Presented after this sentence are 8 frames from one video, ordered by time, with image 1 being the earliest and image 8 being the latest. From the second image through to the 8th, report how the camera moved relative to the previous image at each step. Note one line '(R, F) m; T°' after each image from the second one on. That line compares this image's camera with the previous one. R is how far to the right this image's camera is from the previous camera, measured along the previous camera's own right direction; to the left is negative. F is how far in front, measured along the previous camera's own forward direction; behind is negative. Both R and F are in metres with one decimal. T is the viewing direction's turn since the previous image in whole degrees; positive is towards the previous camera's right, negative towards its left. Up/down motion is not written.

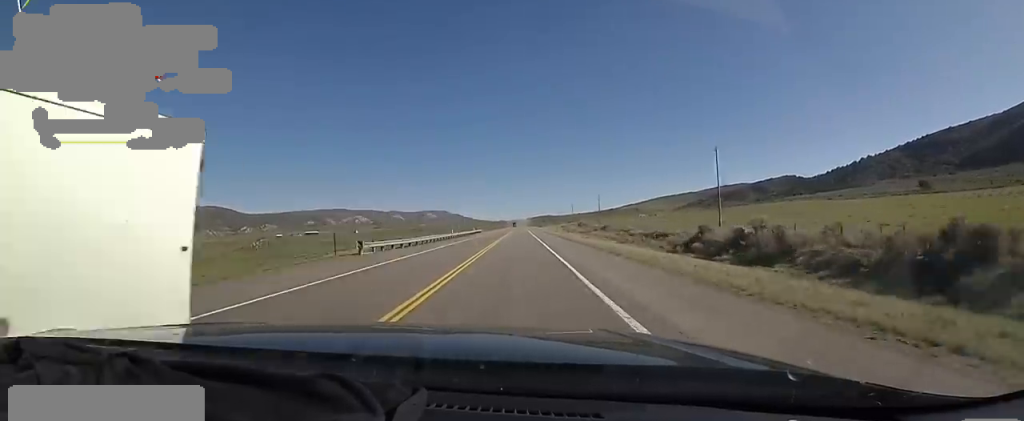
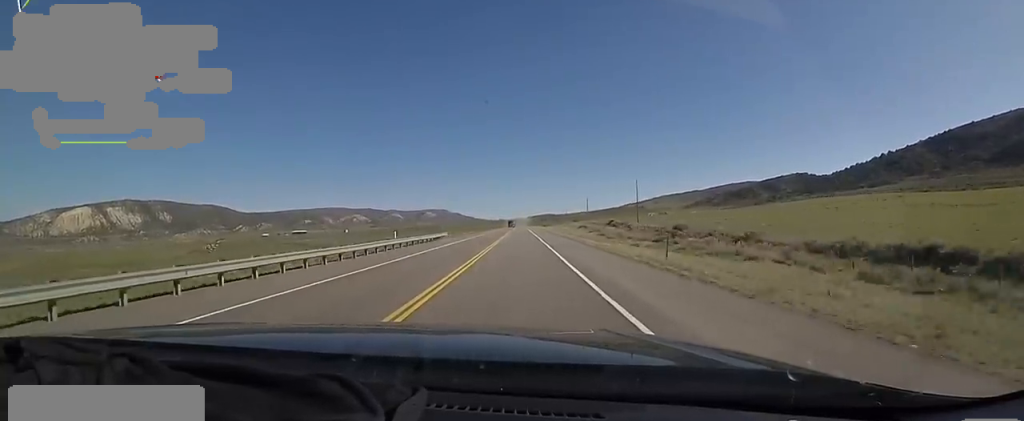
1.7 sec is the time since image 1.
(-0.6, +53.8) m; 0°
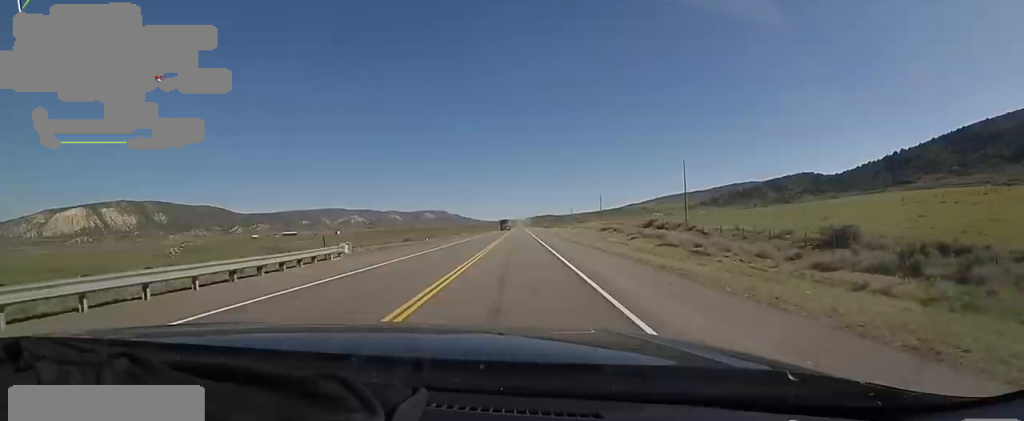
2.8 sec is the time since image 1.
(-0.4, +33.4) m; -2°
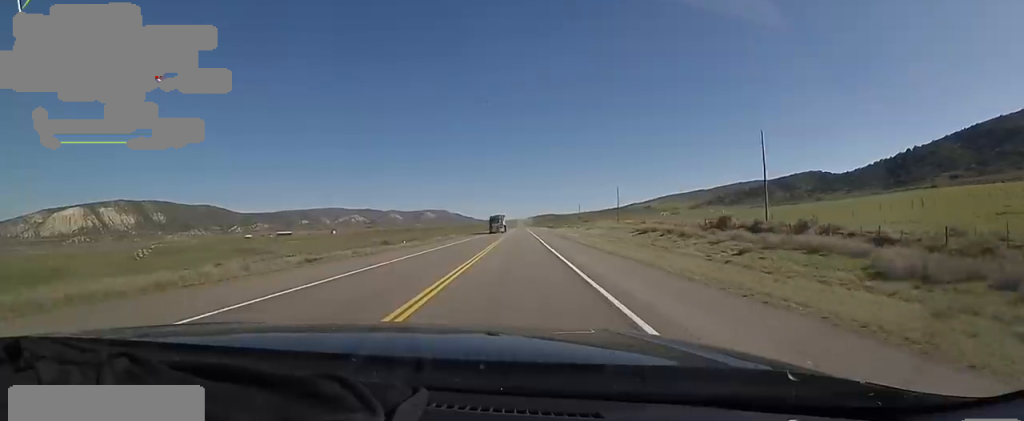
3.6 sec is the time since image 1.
(-0.3, +26.0) m; +1°
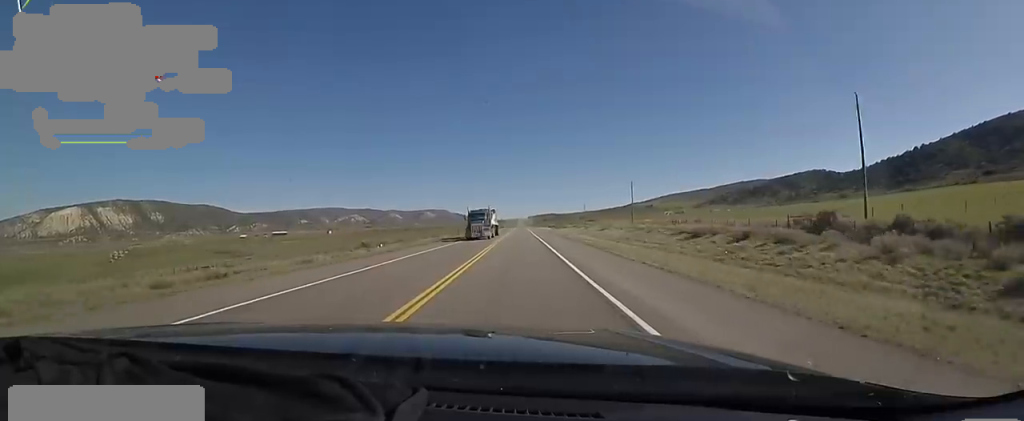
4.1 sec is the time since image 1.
(-0.1, +16.7) m; +1°
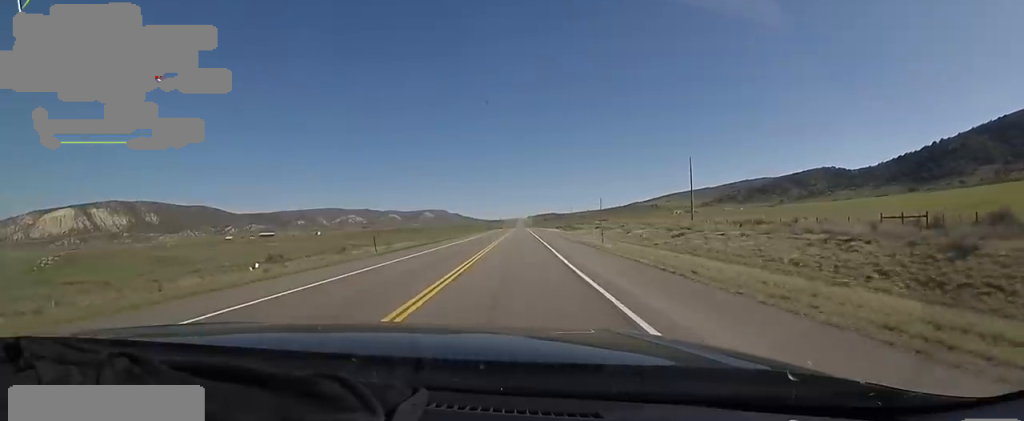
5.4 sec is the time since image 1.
(+0.6, +41.0) m; 0°
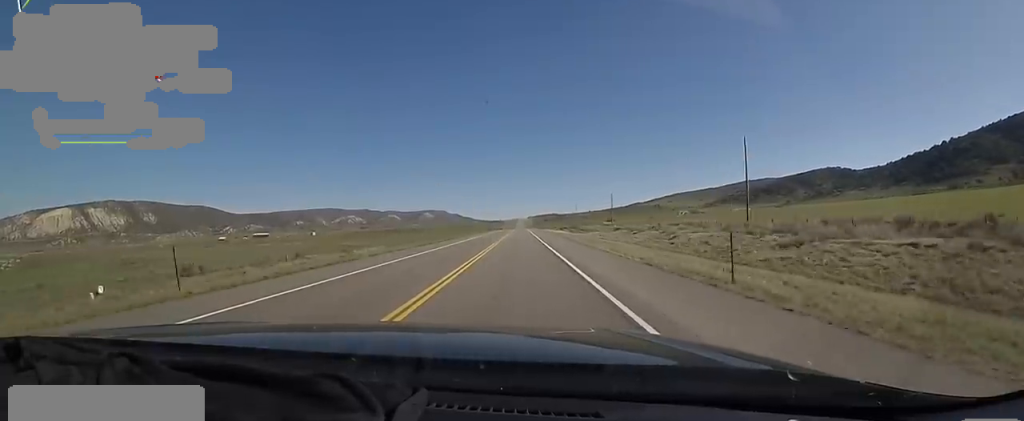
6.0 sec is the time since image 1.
(-0.7, +19.1) m; 0°
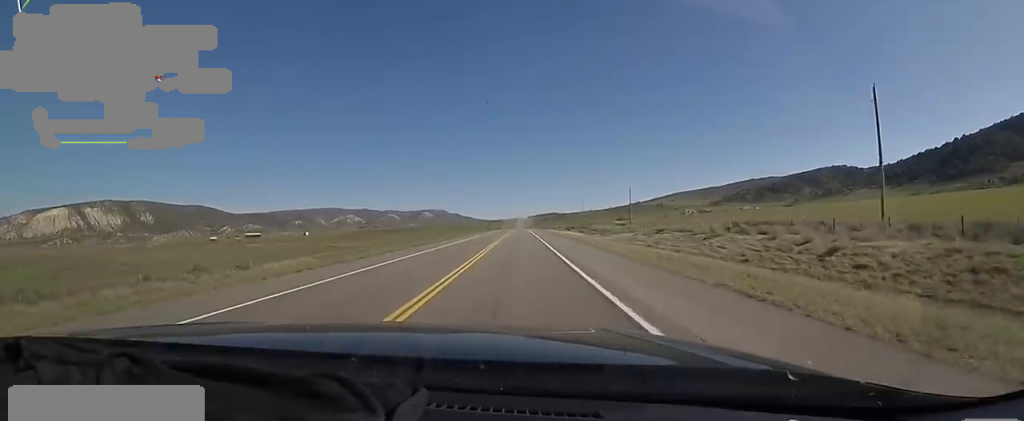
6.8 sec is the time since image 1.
(+0.9, +23.5) m; 0°
